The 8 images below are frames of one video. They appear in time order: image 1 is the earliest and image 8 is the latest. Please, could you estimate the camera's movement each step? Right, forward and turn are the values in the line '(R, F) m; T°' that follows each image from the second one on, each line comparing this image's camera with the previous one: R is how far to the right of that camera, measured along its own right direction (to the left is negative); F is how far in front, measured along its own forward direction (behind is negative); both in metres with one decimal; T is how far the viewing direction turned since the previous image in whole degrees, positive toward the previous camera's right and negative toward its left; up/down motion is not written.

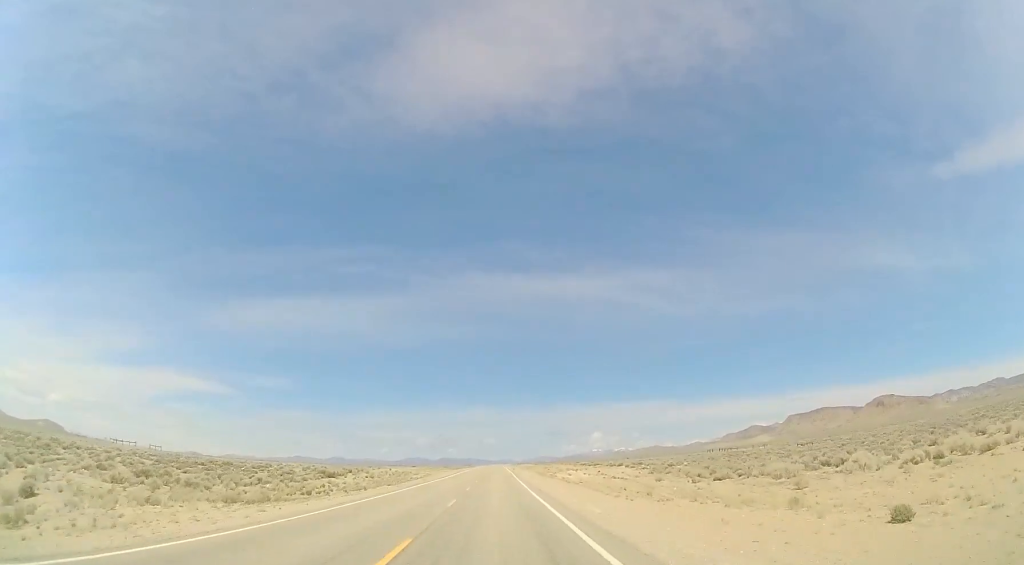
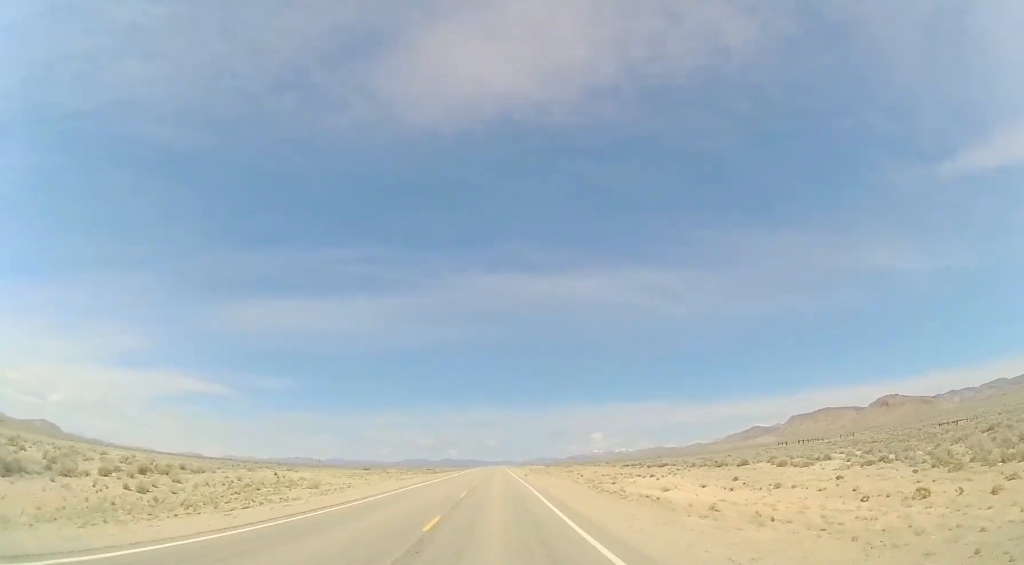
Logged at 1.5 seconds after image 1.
(0.0, +43.3) m; -1°
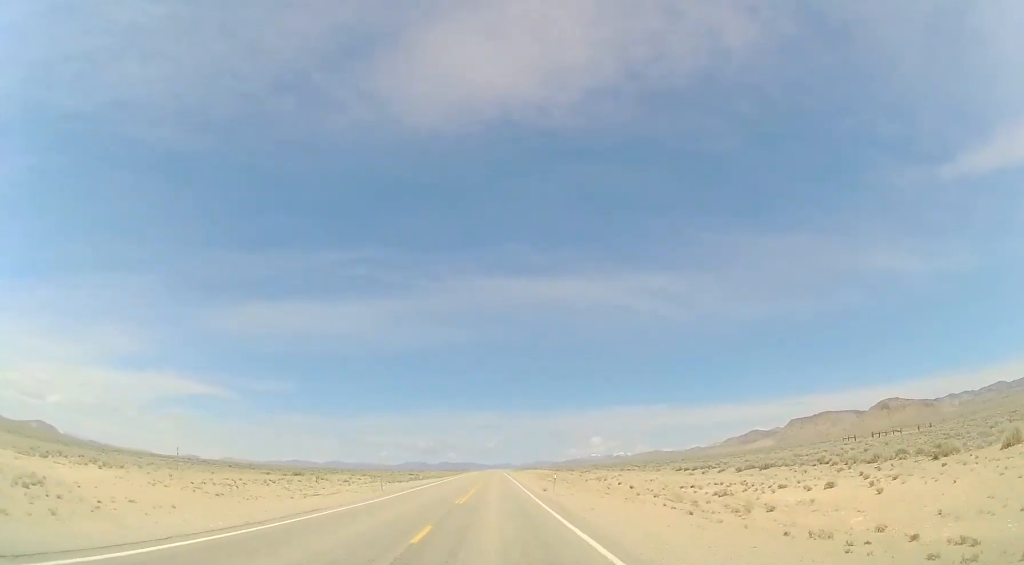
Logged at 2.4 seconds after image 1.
(-0.3, +26.1) m; 0°
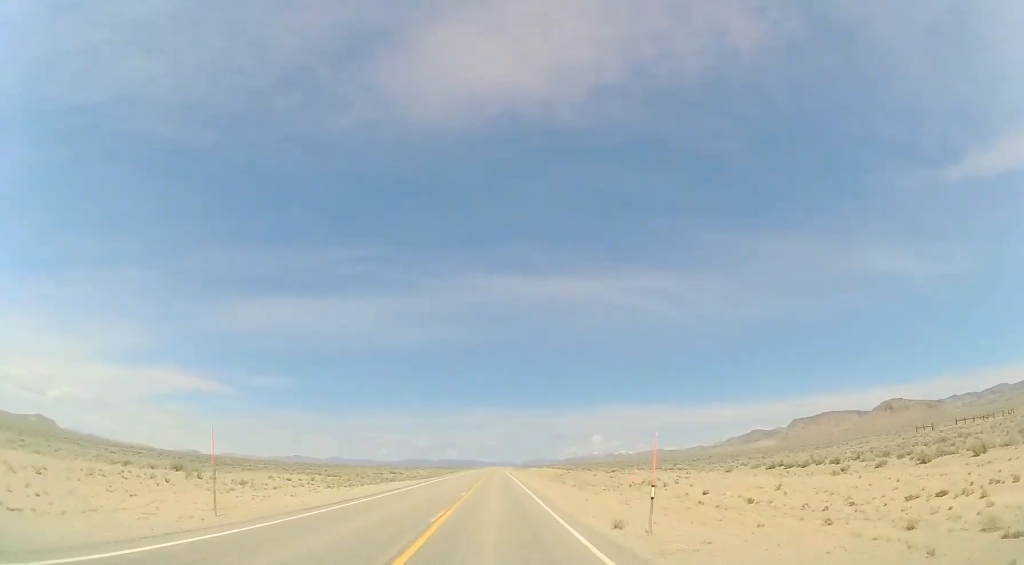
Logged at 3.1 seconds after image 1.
(+0.2, +20.3) m; +1°
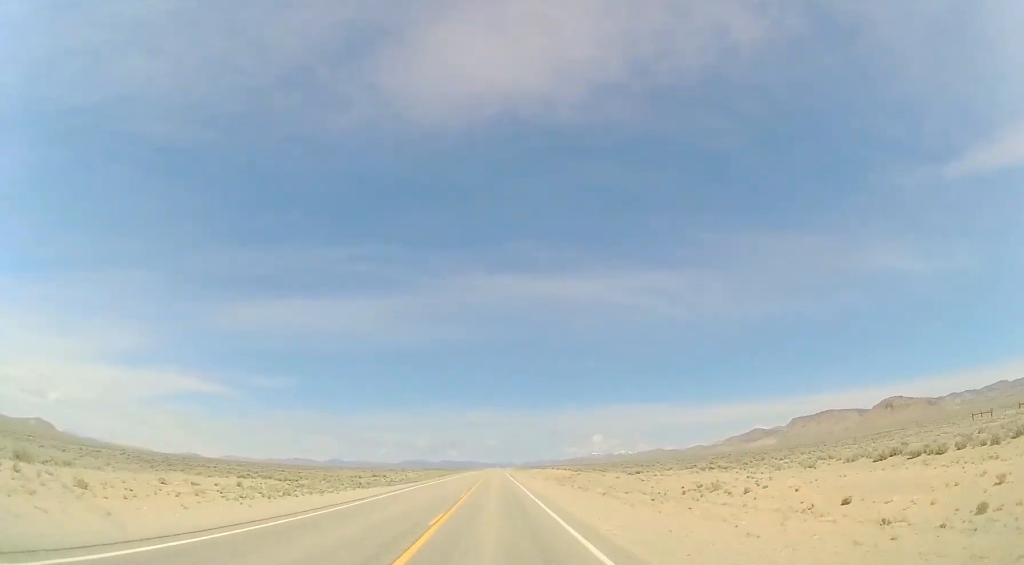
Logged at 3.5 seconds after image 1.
(+0.1, +12.7) m; 0°
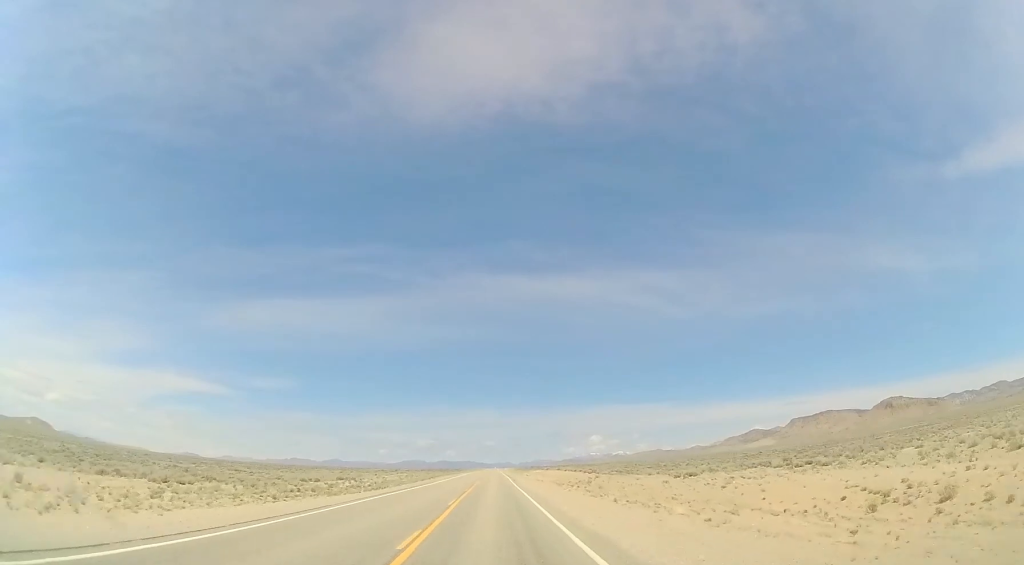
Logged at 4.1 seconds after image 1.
(+0.1, +16.6) m; 0°
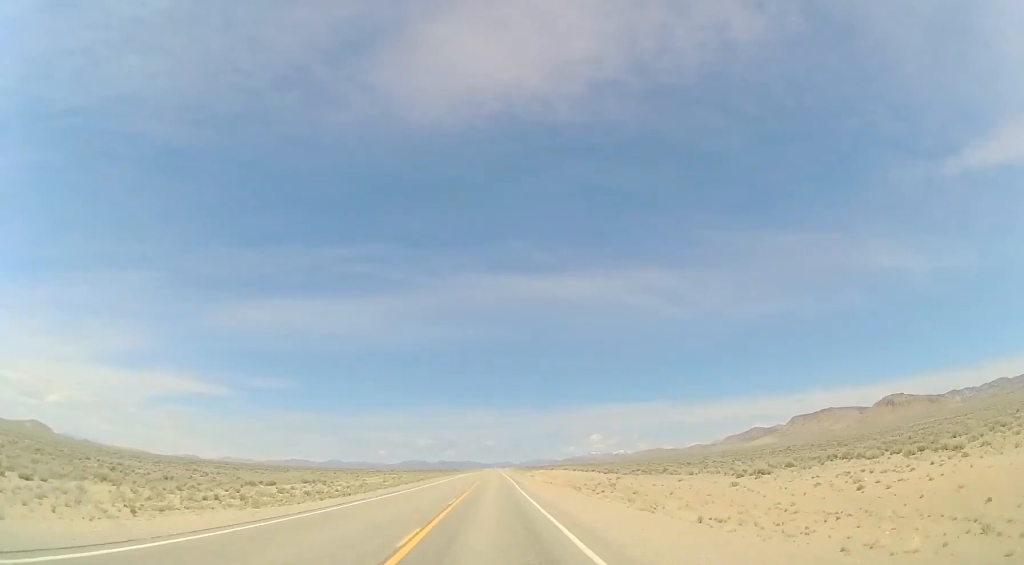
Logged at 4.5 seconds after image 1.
(0.0, +11.8) m; 0°
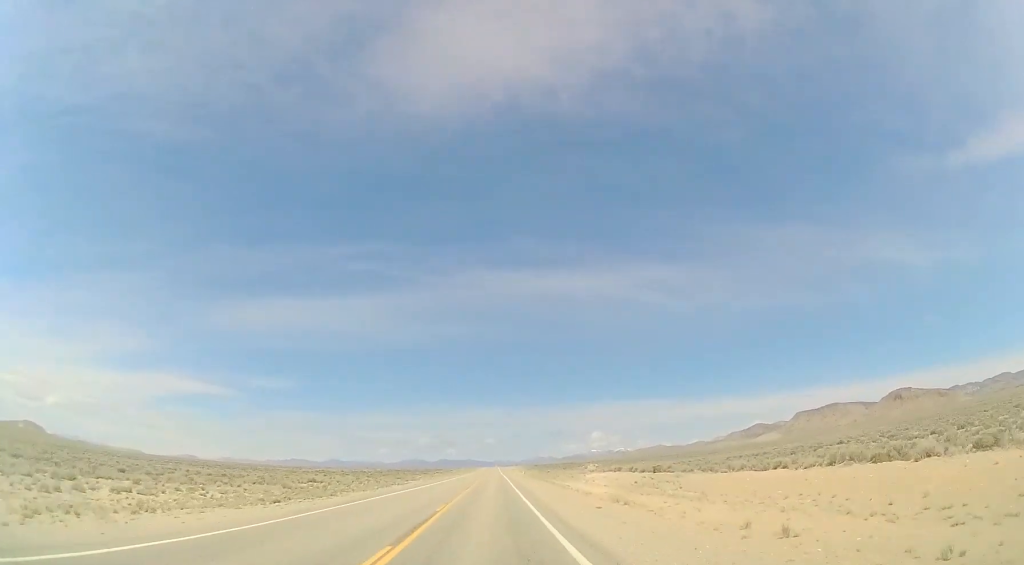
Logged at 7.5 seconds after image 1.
(-1.4, +88.6) m; -1°
